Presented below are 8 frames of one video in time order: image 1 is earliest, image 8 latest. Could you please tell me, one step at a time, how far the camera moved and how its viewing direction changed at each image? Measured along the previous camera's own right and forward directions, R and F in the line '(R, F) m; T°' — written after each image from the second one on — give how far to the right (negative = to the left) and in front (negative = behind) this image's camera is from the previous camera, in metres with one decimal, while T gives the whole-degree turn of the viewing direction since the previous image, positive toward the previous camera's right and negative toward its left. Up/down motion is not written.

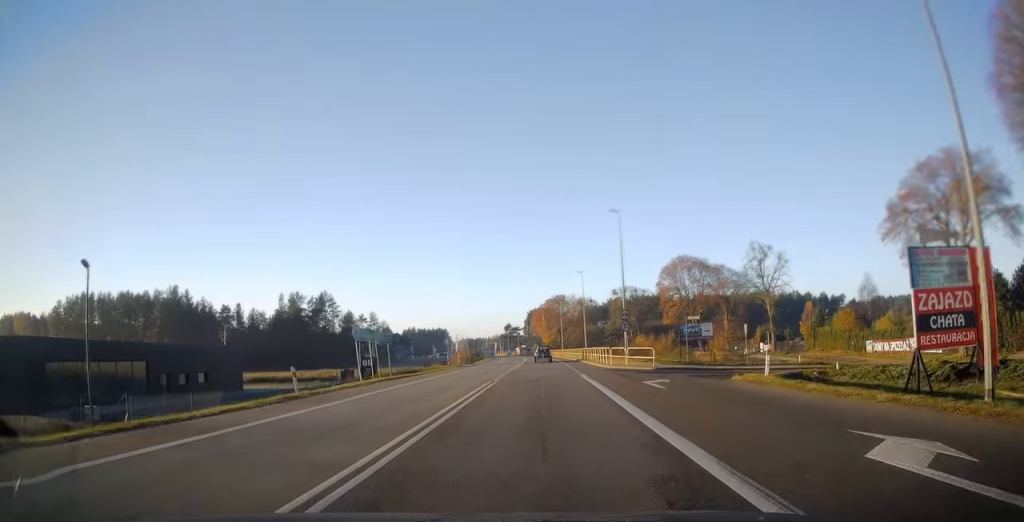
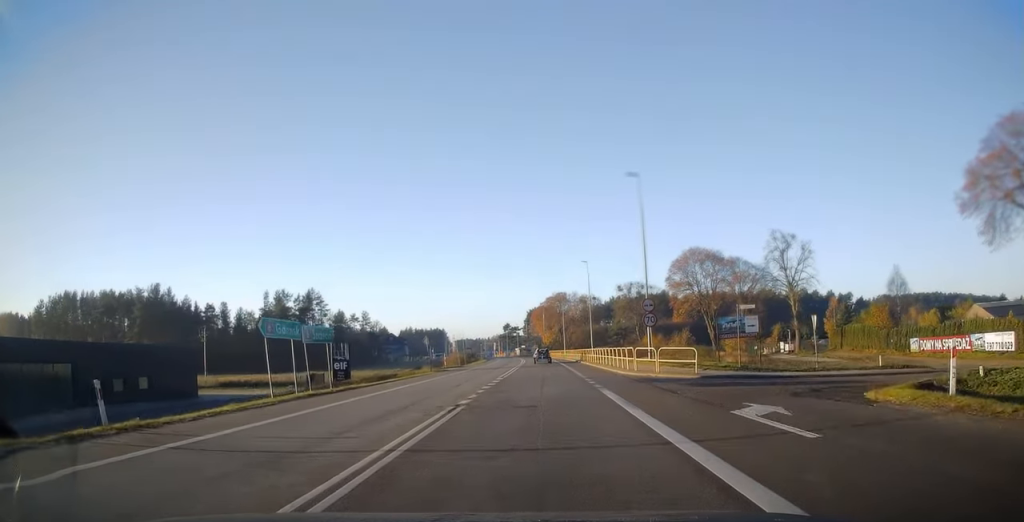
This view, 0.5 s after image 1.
(+0.1, +10.0) m; 0°
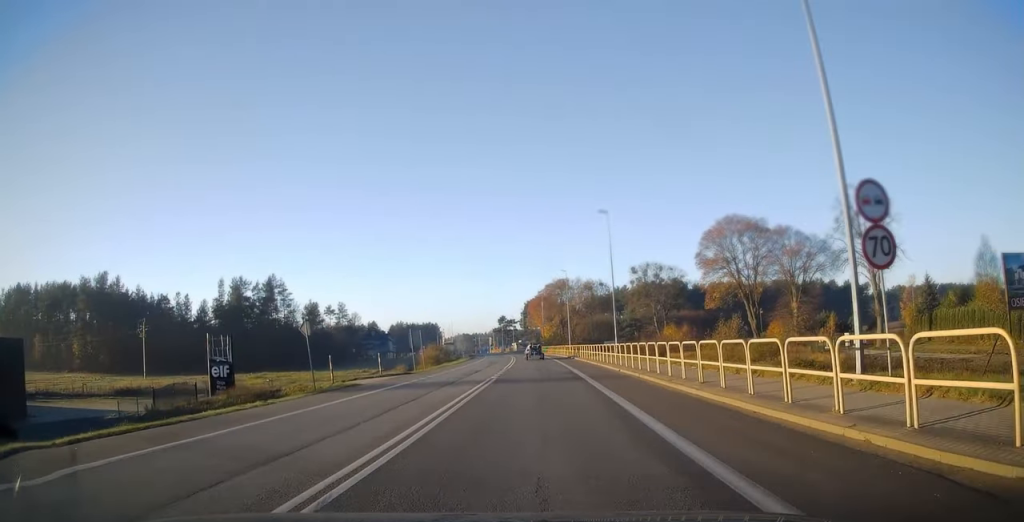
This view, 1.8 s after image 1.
(-0.2, +24.5) m; 0°
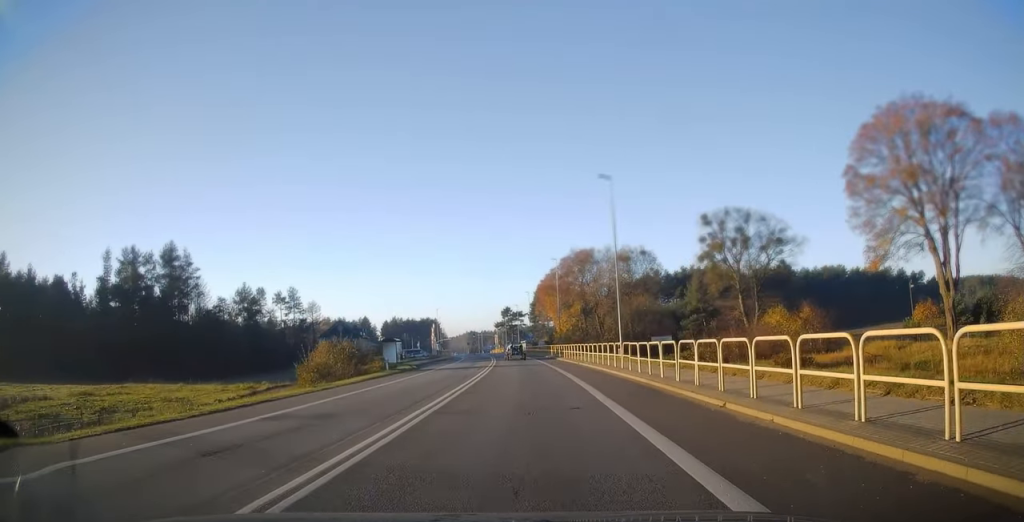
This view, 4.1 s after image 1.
(-0.3, +46.5) m; -2°
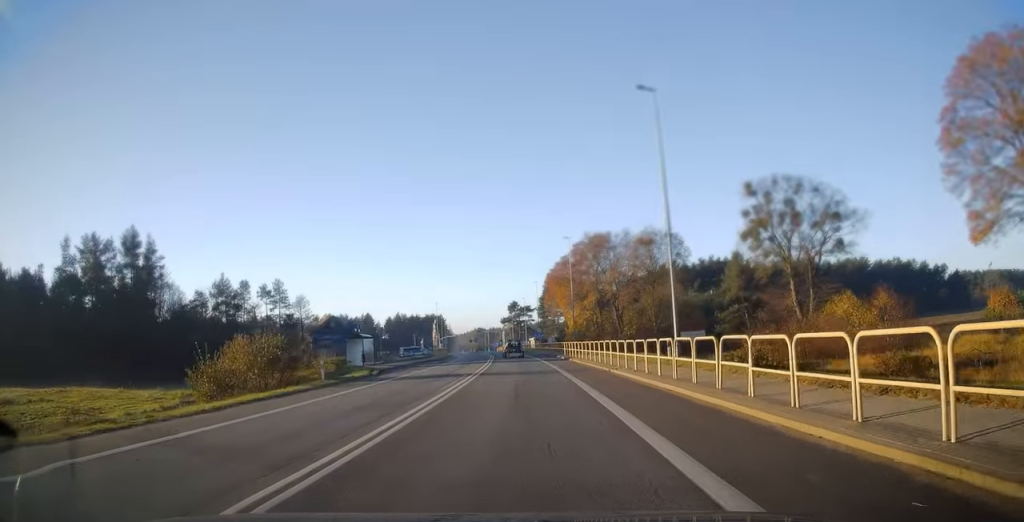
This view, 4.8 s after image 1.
(0.0, +13.3) m; -1°
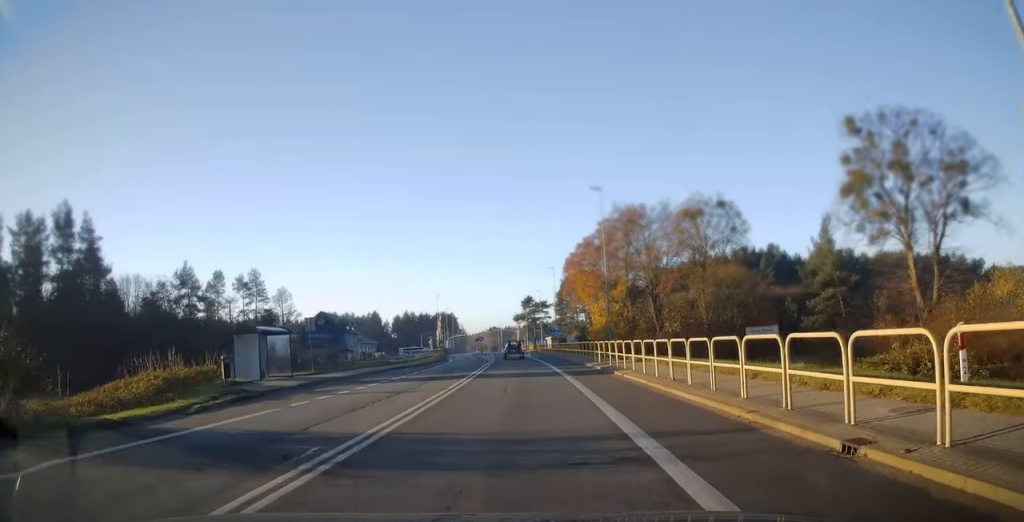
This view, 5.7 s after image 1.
(-0.2, +18.9) m; -2°
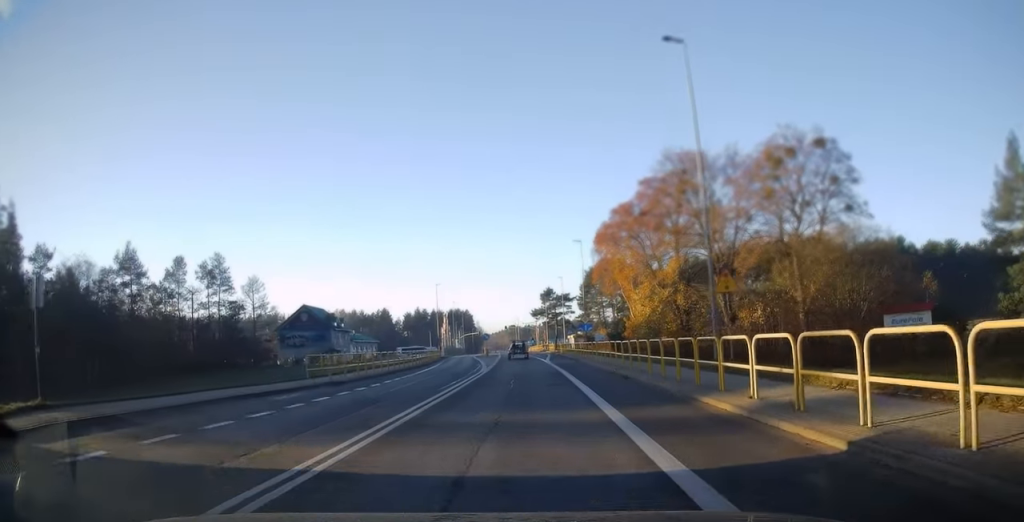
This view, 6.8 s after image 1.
(-0.6, +21.0) m; -2°
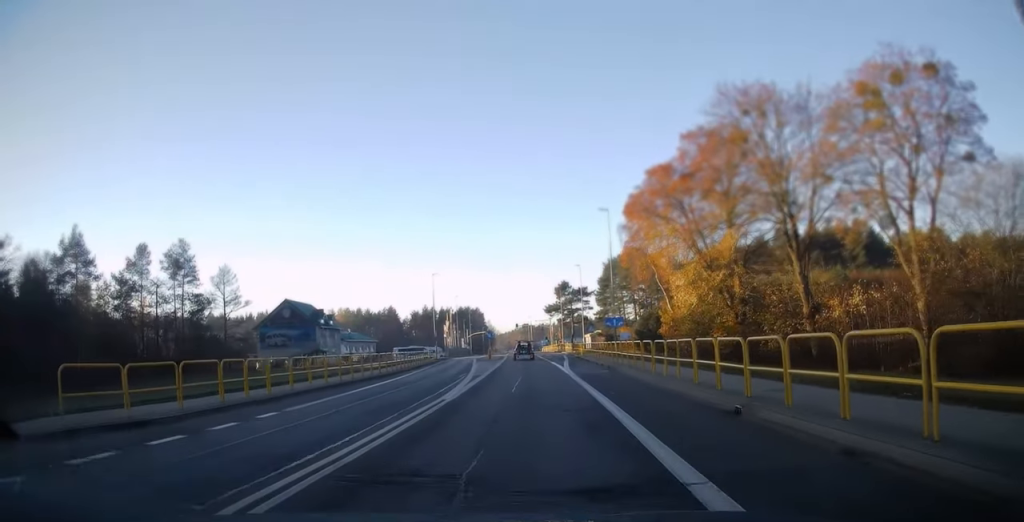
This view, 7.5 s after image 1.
(-0.1, +14.5) m; -1°
